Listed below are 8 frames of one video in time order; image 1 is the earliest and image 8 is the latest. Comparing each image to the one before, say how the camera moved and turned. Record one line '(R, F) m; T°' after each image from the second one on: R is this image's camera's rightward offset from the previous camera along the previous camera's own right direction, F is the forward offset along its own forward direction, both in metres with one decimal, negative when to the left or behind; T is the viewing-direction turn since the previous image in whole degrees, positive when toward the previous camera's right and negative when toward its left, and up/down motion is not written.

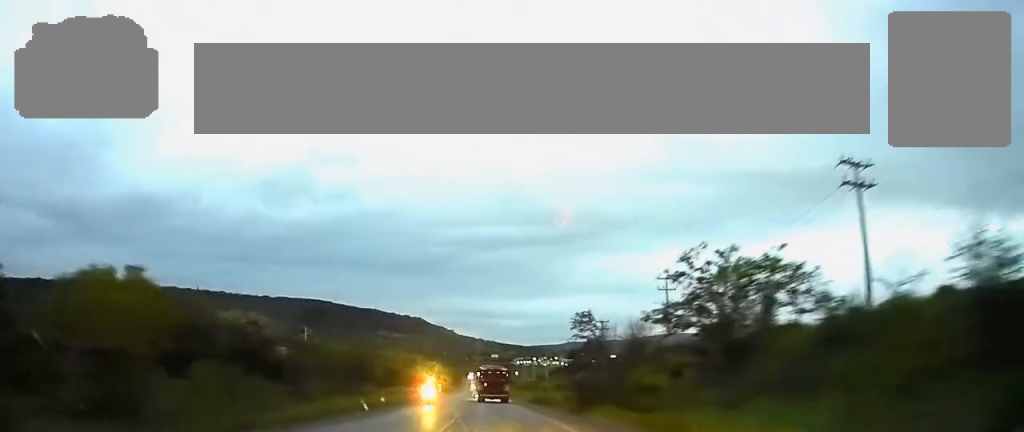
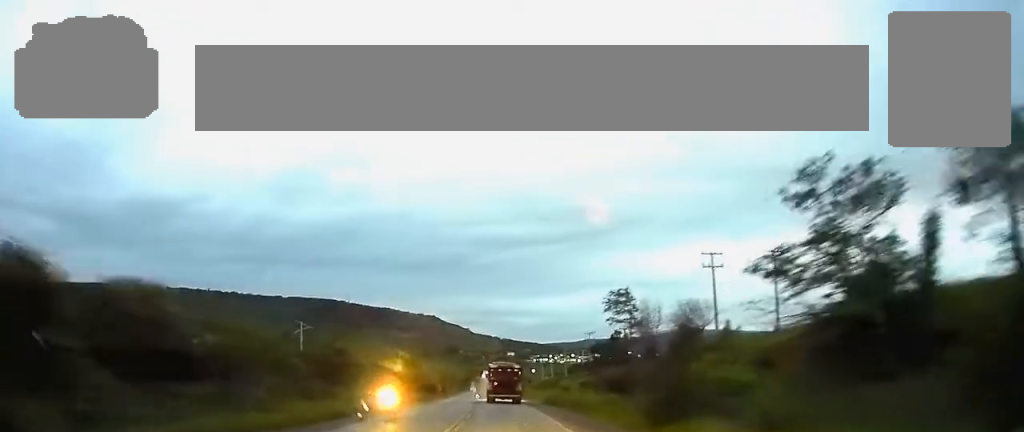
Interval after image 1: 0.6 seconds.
(-0.2, +13.9) m; -1°
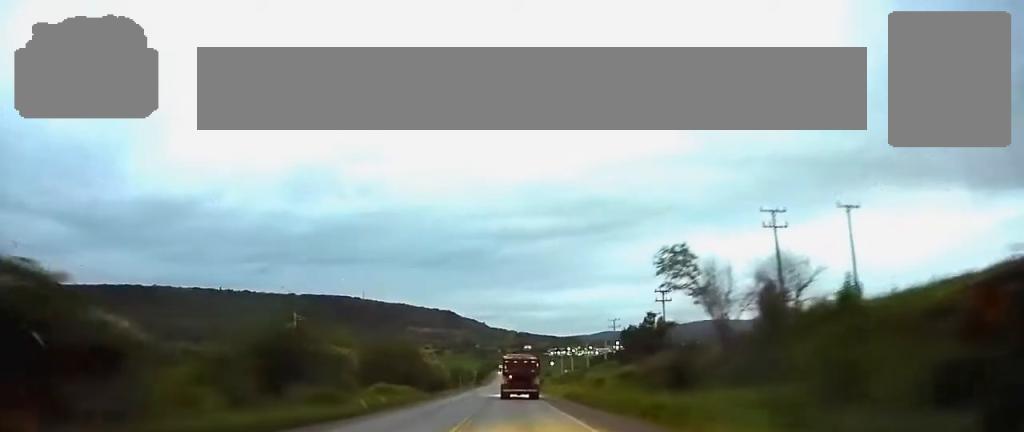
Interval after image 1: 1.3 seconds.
(-0.1, +14.1) m; -1°
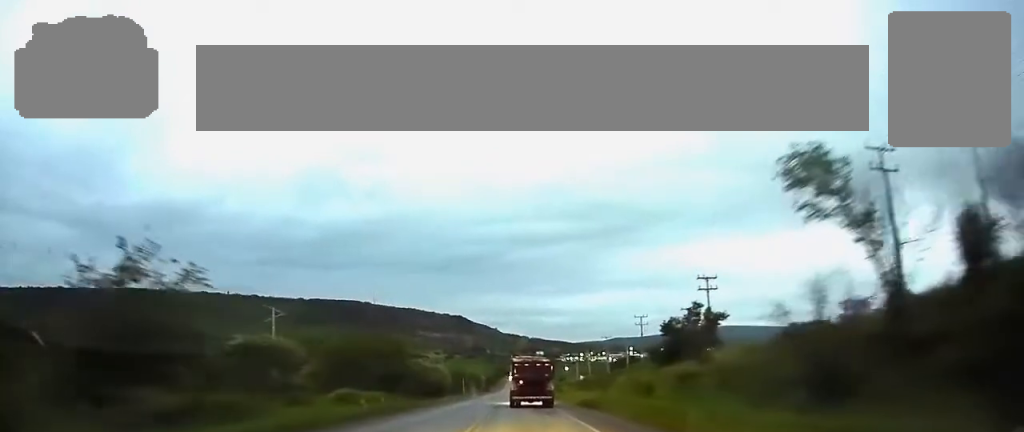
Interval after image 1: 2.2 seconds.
(-0.3, +17.6) m; -1°
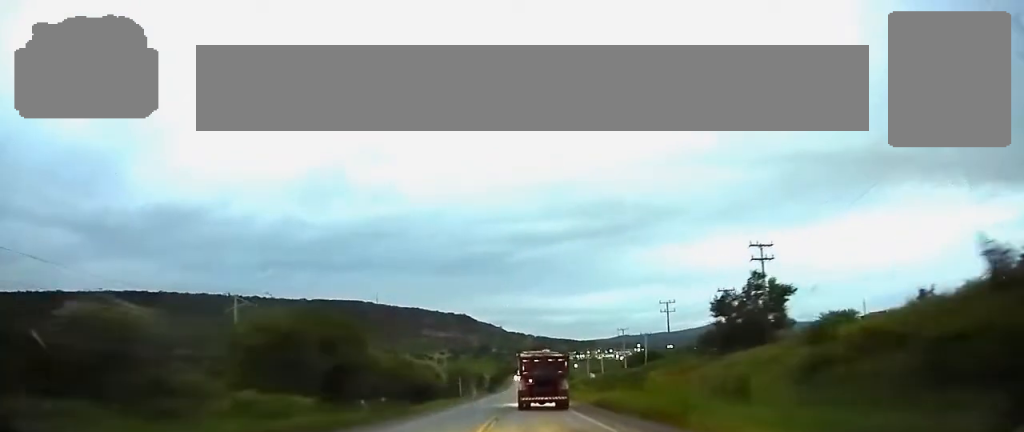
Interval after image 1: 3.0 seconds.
(-0.1, +17.2) m; 0°
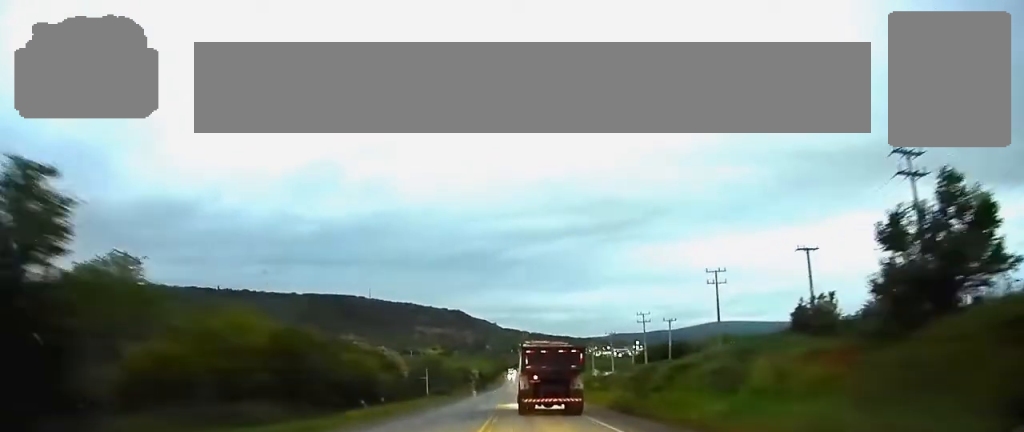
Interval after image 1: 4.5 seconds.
(0.0, +28.2) m; 0°
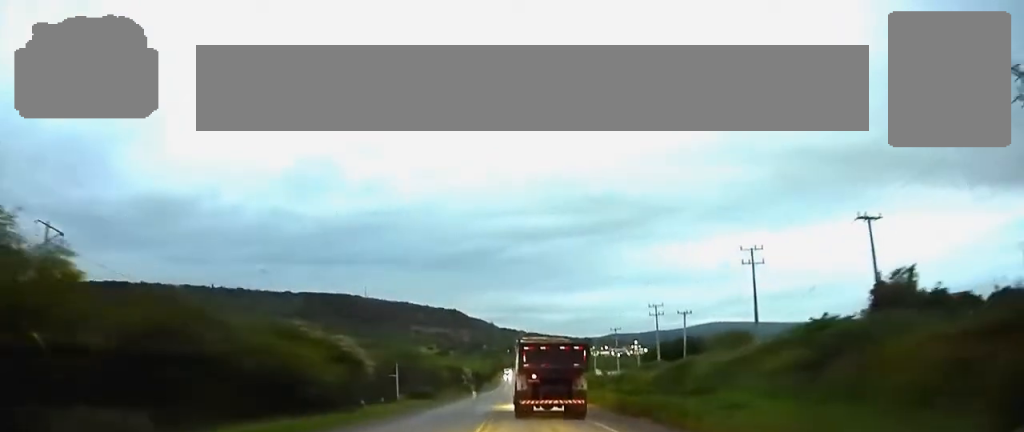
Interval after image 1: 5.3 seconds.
(0.0, +13.4) m; 0°
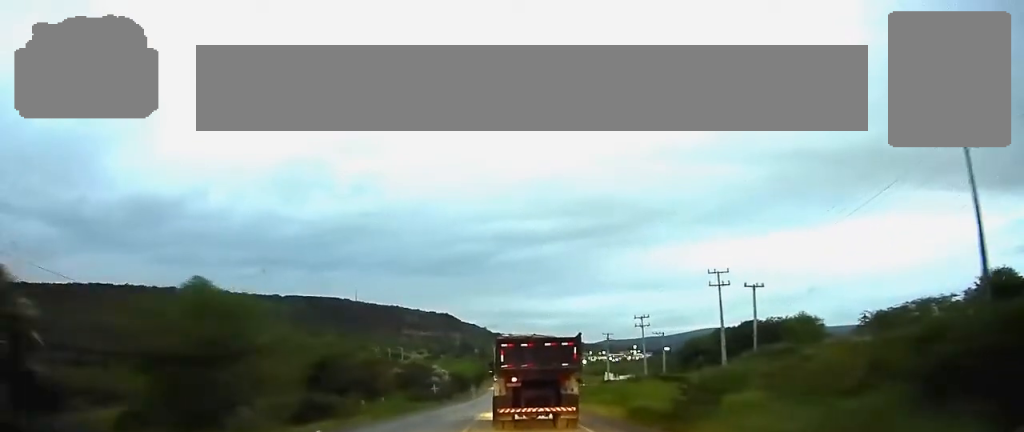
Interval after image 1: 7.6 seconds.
(+0.2, +36.4) m; +1°
